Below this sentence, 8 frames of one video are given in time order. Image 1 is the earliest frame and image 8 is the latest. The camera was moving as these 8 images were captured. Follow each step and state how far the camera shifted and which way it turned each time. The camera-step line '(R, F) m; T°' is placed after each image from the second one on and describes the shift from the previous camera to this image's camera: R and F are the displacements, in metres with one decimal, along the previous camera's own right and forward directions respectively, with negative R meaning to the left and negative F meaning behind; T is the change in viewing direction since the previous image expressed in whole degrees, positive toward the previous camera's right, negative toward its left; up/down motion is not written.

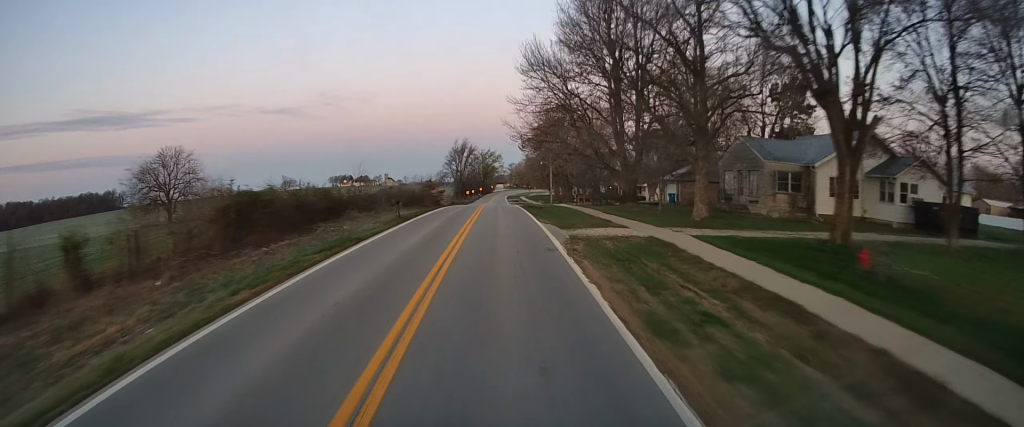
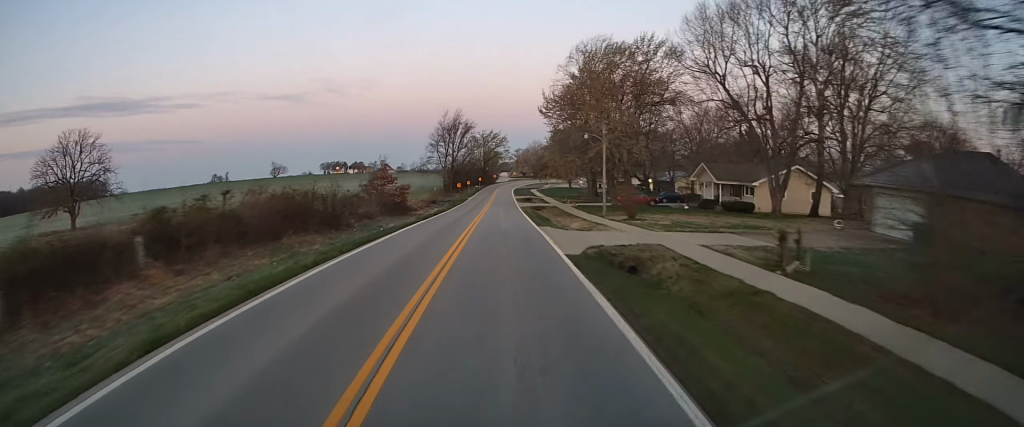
(+0.7, +41.6) m; 0°
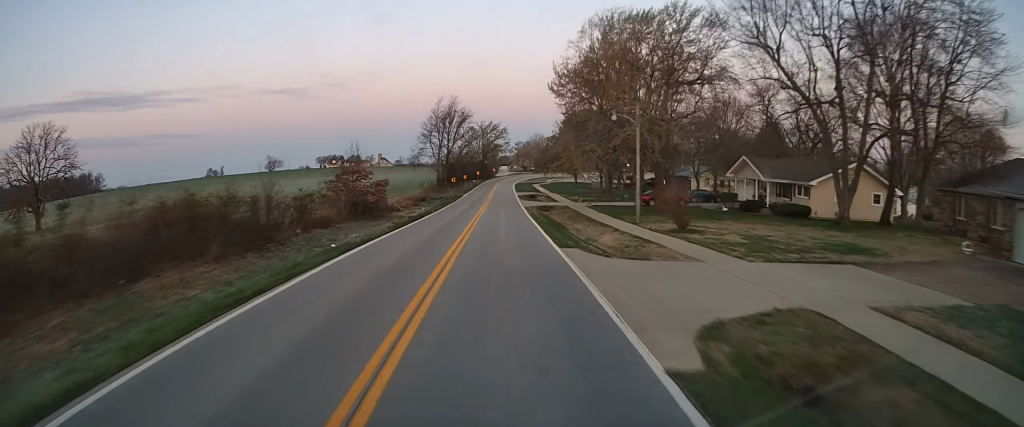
(0.0, +11.1) m; -1°
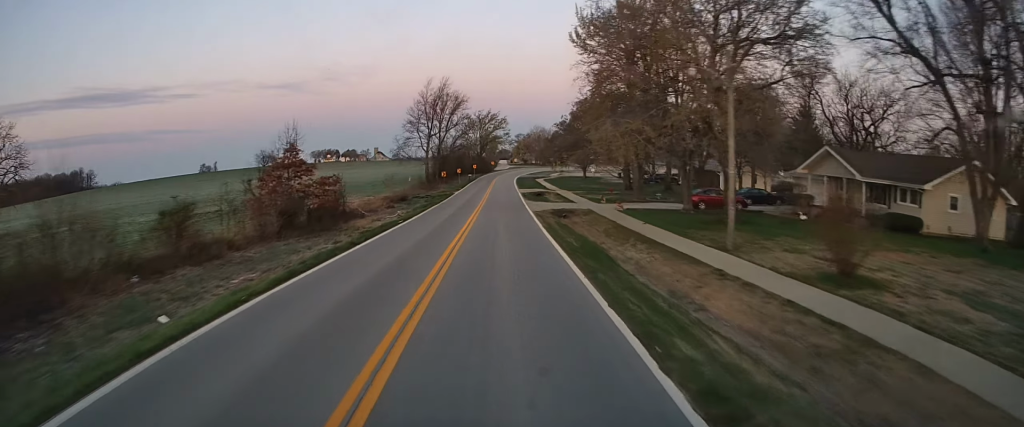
(-0.2, +14.0) m; -1°
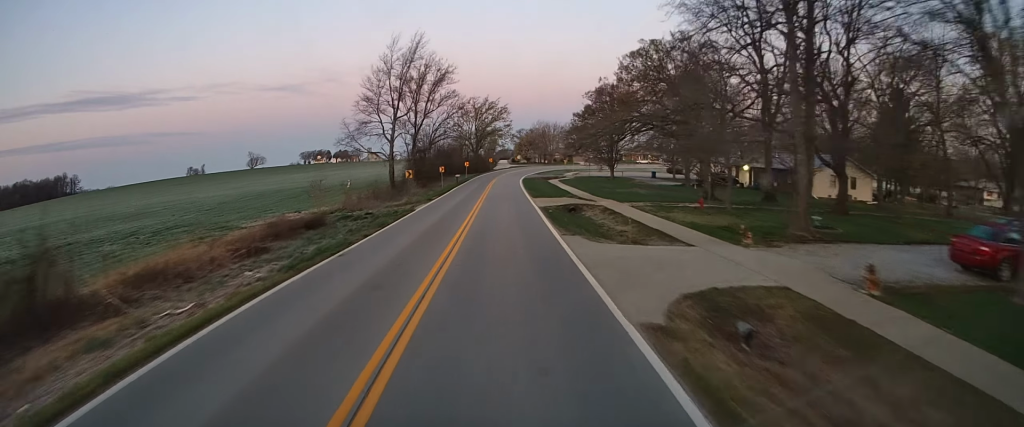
(+0.2, +27.2) m; +1°
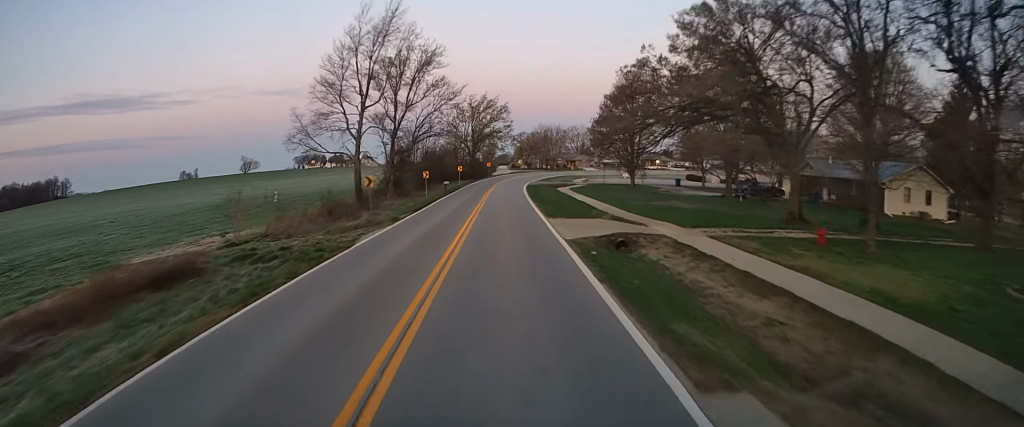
(+0.1, +13.4) m; +1°
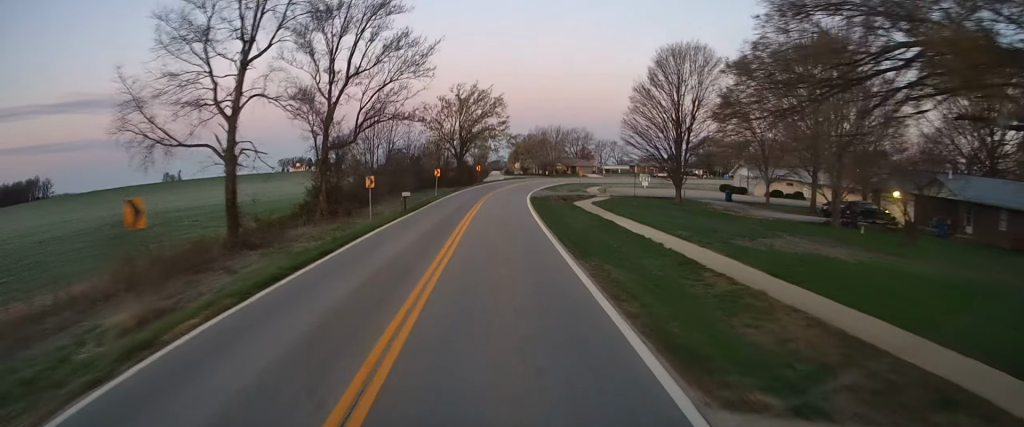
(0.0, +21.1) m; 0°
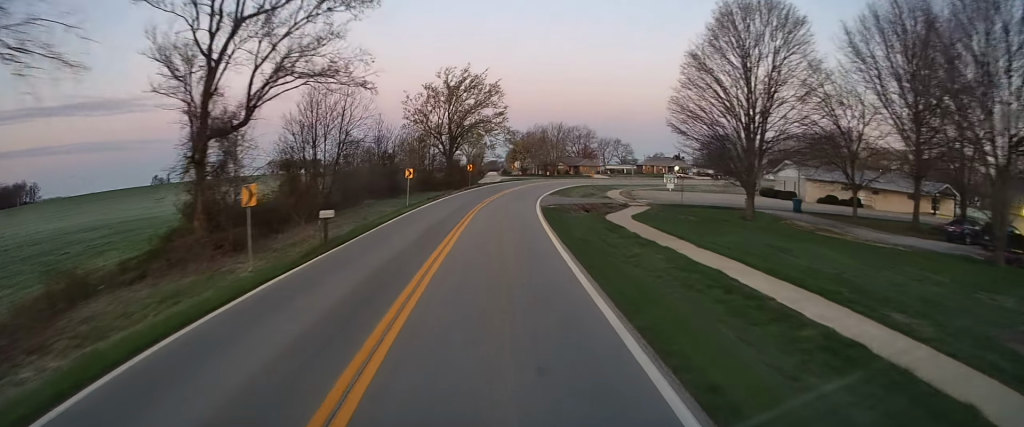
(0.0, +16.2) m; 0°
